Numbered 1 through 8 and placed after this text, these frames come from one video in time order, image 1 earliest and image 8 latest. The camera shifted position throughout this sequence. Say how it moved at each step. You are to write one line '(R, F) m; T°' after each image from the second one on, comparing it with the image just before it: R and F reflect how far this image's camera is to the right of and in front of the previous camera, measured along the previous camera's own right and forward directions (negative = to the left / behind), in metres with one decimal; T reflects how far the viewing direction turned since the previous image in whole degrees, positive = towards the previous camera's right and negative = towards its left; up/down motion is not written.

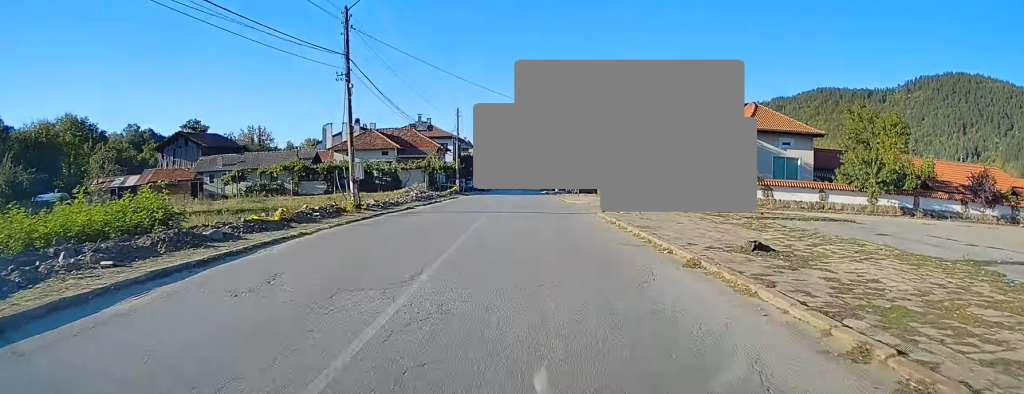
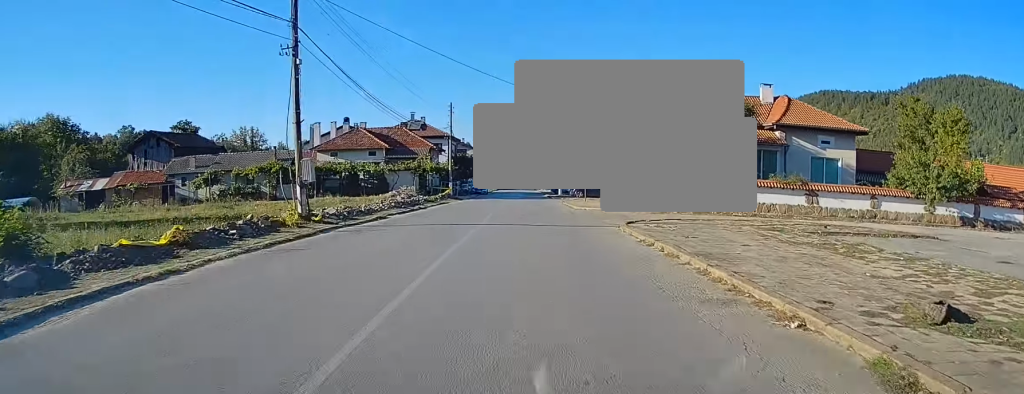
(0.0, +6.2) m; 0°
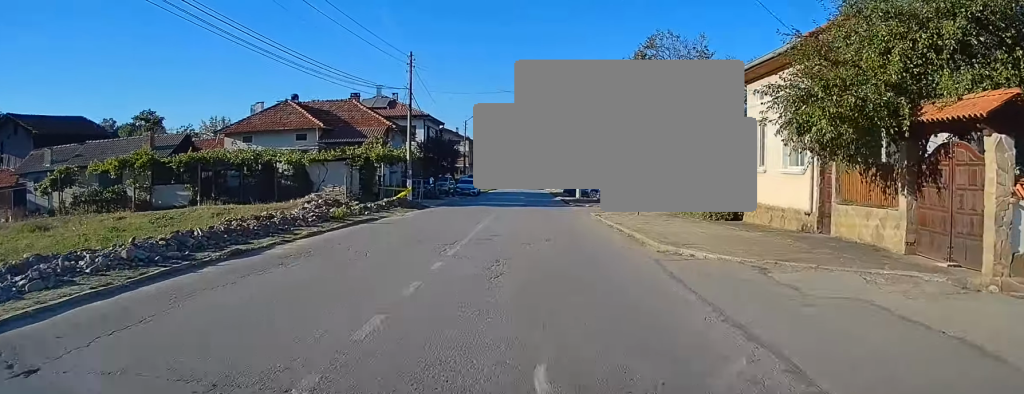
(-0.3, +22.0) m; -1°
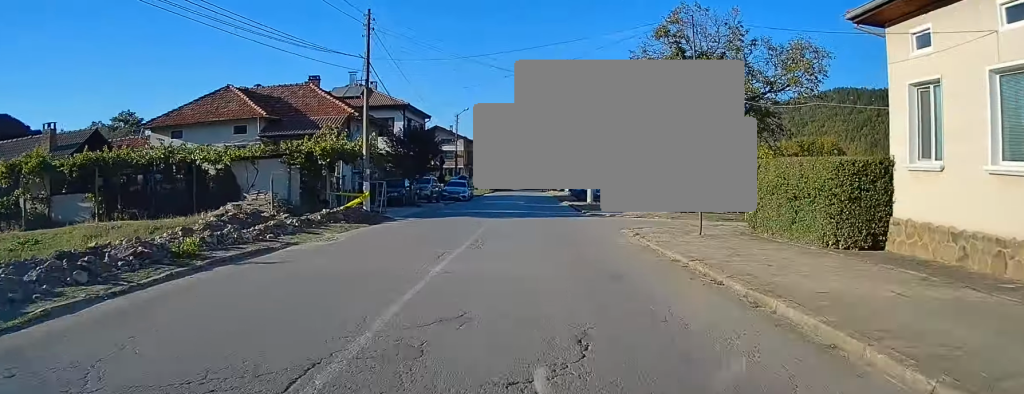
(+0.1, +9.6) m; 0°
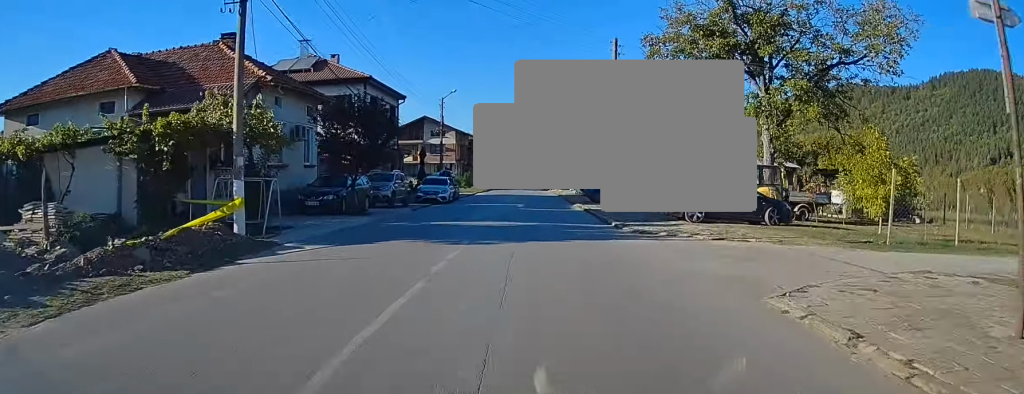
(0.0, +11.8) m; 0°
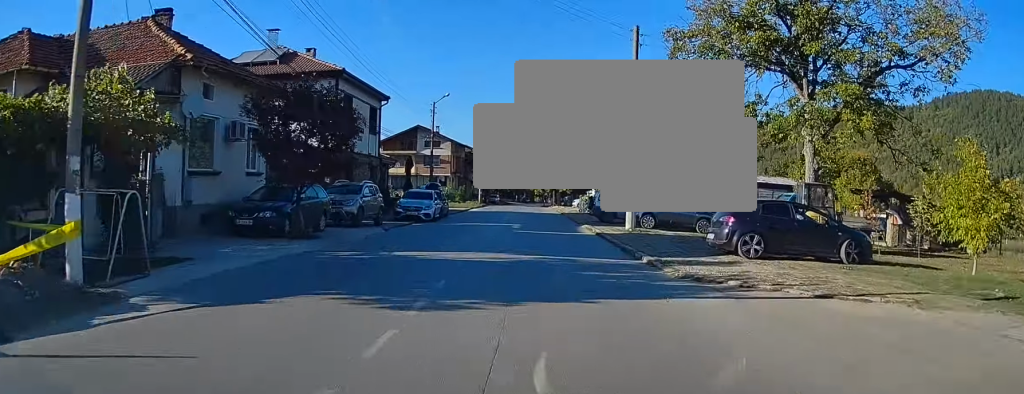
(0.0, +5.9) m; 0°
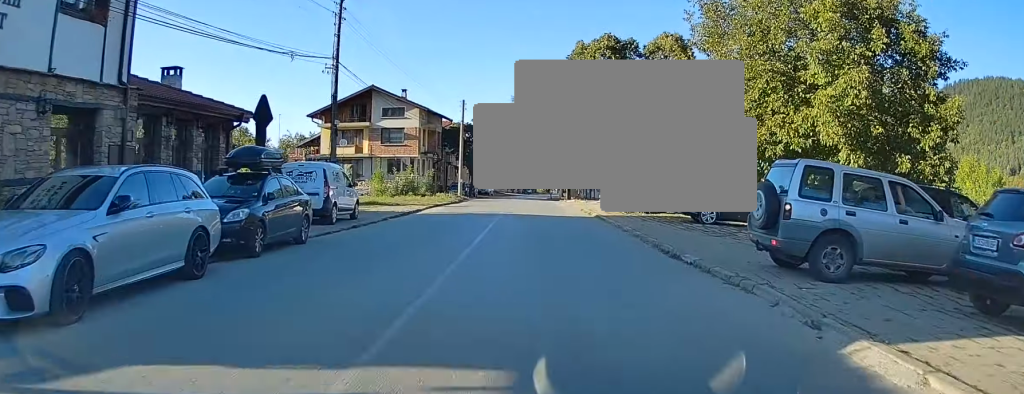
(-0.3, +27.1) m; -1°
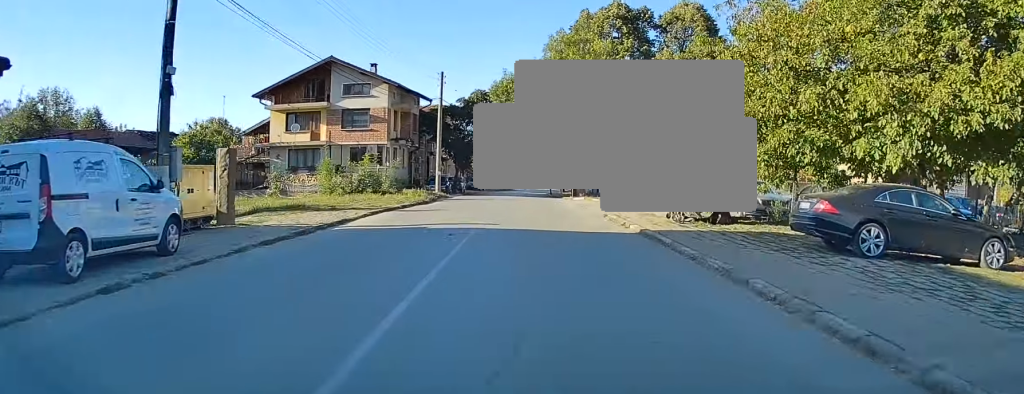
(0.0, +12.4) m; +1°
